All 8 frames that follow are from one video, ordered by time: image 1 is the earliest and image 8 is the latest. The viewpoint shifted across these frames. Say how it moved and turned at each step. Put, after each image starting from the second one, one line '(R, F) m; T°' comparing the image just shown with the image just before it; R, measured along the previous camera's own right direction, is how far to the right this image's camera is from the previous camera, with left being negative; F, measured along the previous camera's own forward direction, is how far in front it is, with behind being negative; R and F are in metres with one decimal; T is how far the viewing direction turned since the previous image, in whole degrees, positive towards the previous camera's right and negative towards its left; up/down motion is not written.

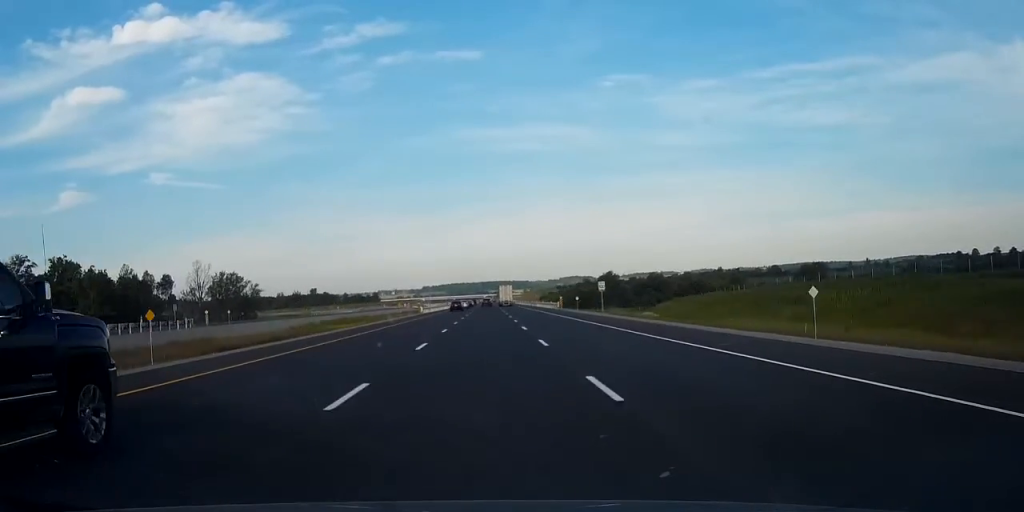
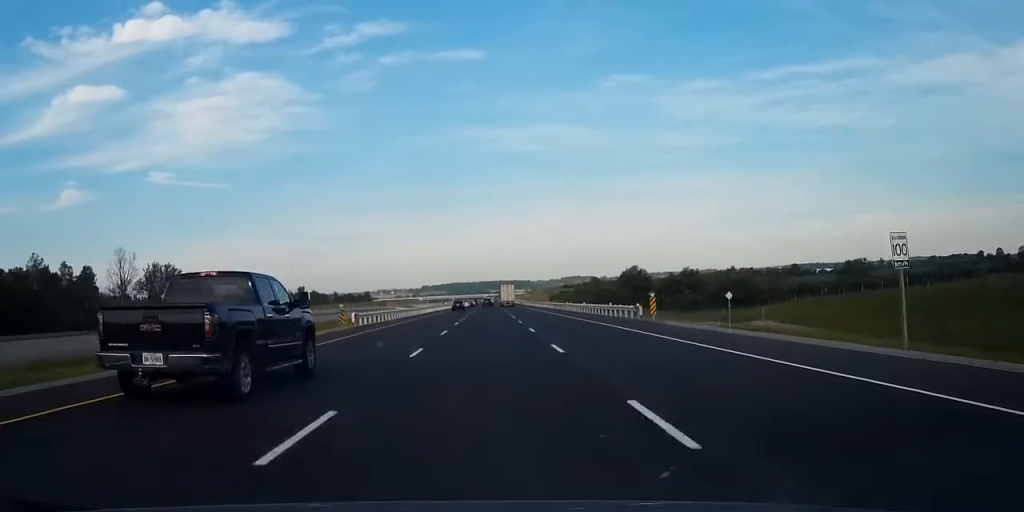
(-0.2, +50.8) m; 0°
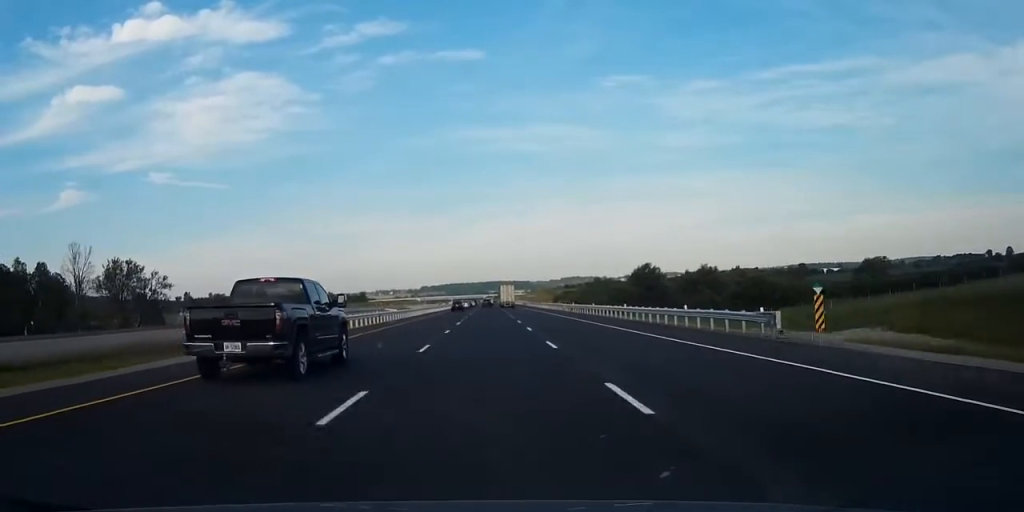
(0.0, +21.6) m; 0°
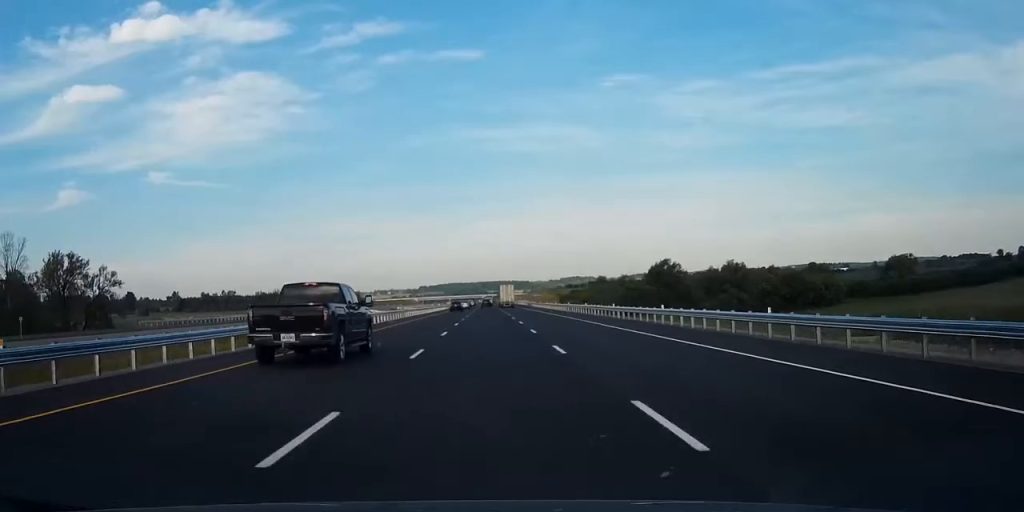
(+0.1, +26.0) m; 0°
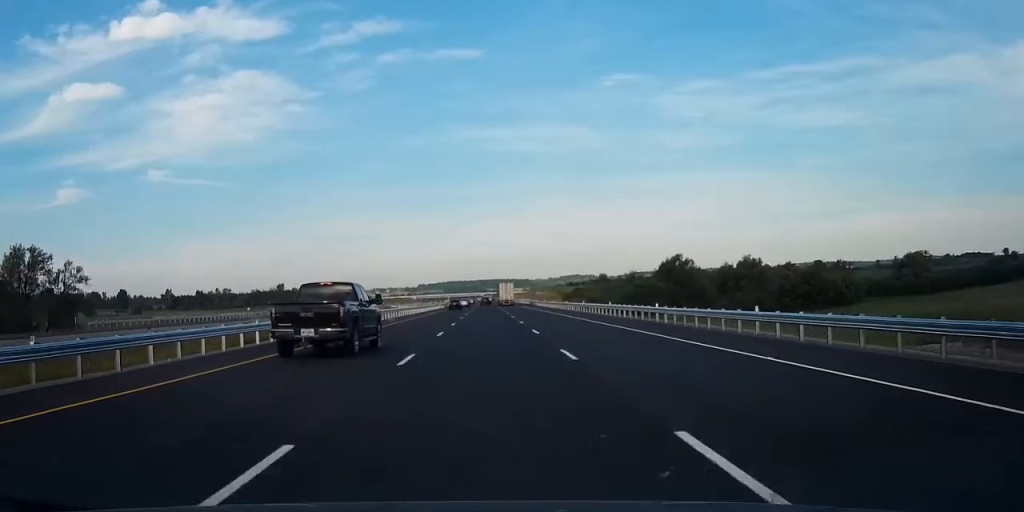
(0.0, +14.1) m; 0°
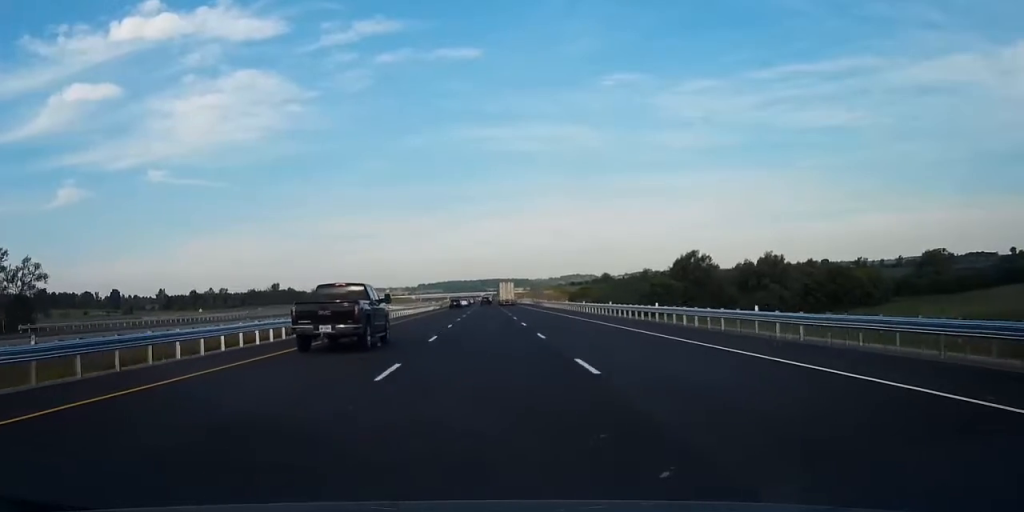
(-0.1, +15.1) m; 0°
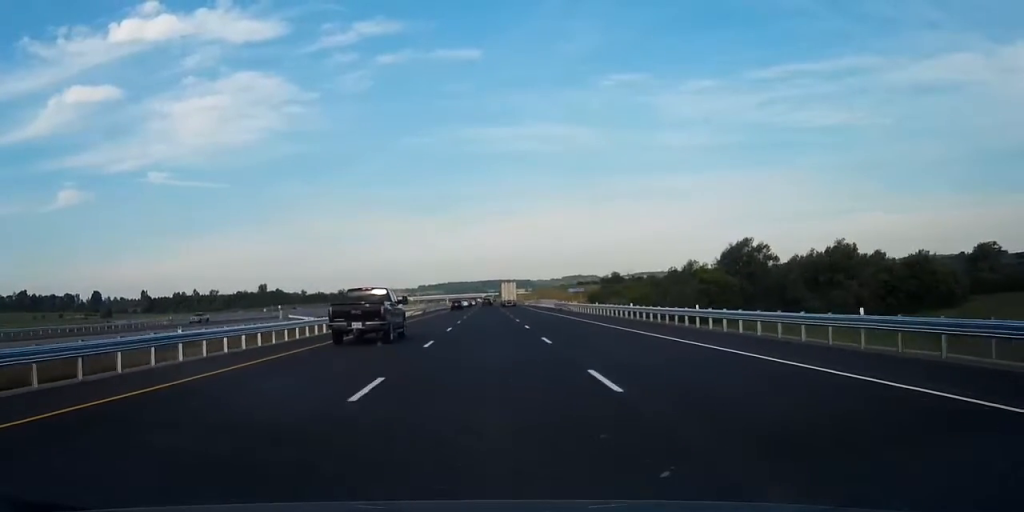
(0.0, +37.9) m; 0°
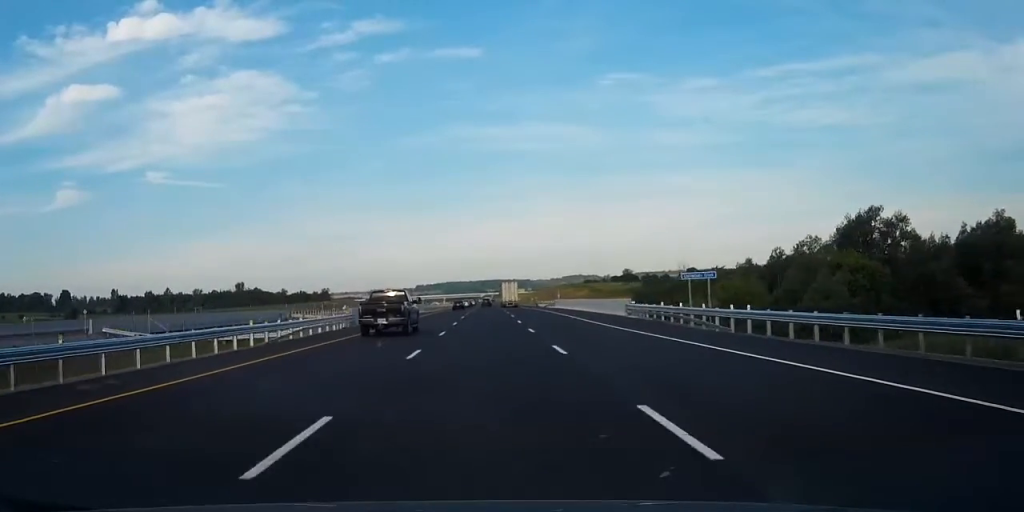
(+0.2, +52.1) m; 0°
